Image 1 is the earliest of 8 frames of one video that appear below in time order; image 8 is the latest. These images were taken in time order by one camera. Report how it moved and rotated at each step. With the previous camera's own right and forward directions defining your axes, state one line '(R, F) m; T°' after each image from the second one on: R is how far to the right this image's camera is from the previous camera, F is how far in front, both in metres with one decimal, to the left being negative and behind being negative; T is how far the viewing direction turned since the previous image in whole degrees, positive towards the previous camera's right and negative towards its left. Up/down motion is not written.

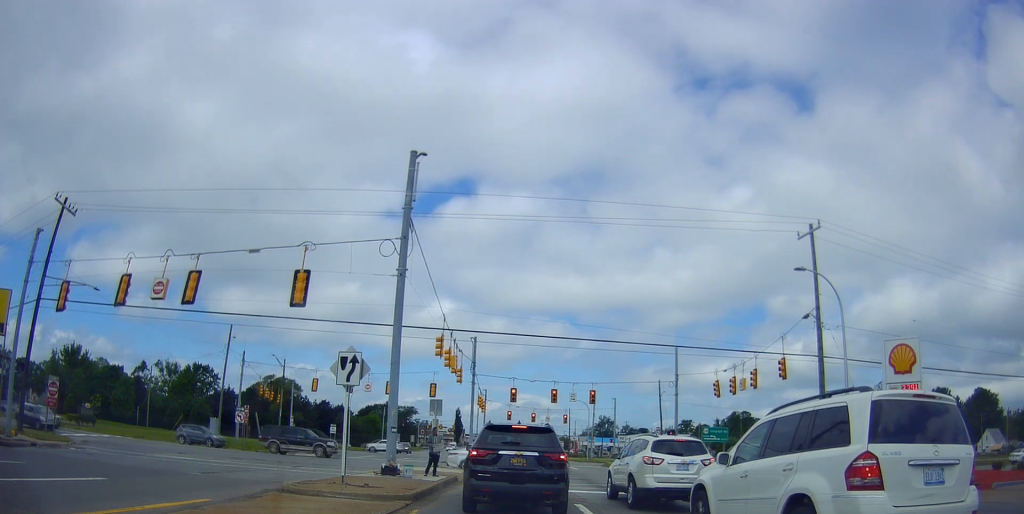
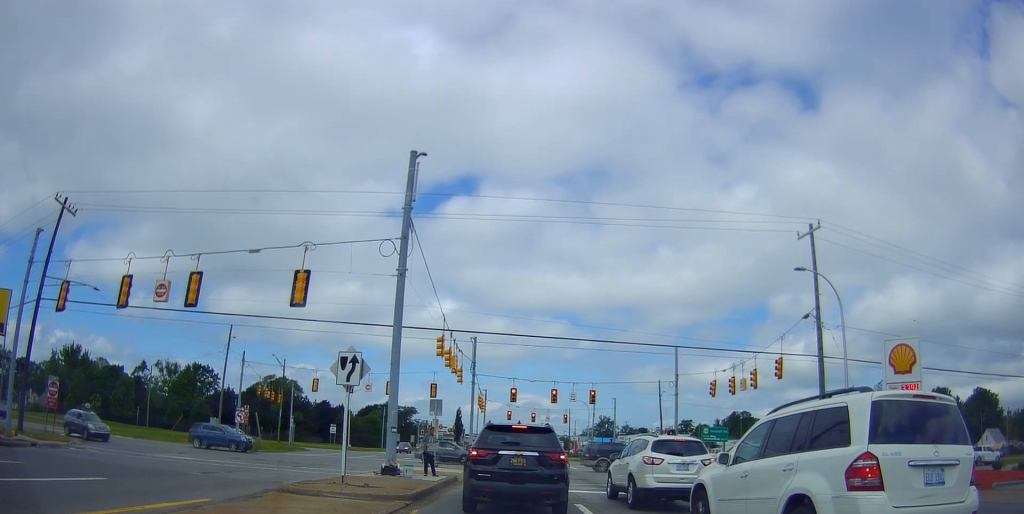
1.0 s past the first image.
(0.0, 0.0) m; 0°
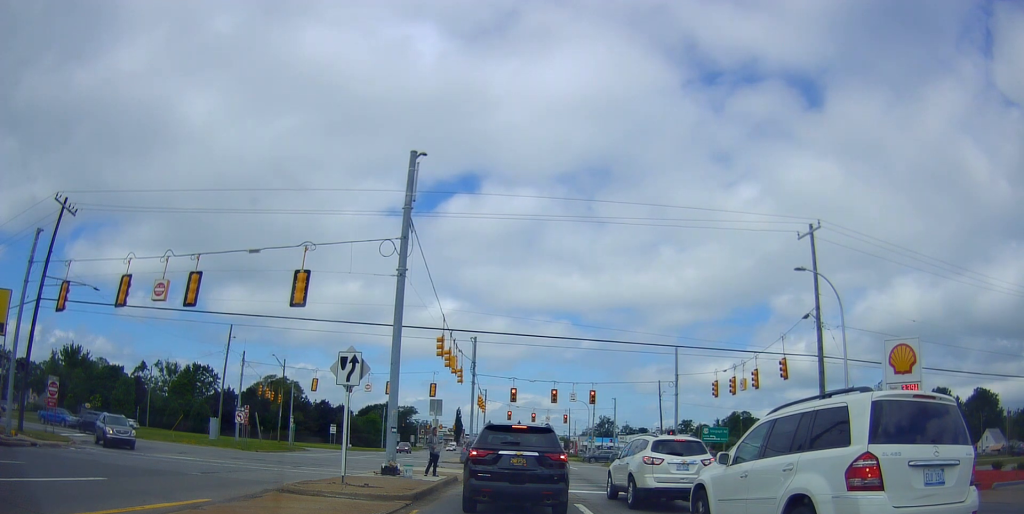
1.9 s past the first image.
(0.0, 0.0) m; 0°
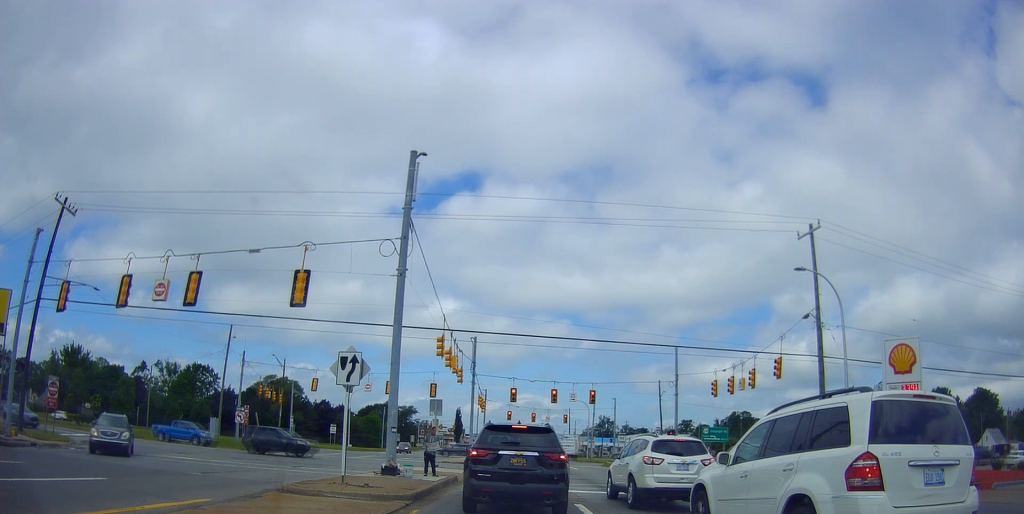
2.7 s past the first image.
(0.0, 0.0) m; 0°
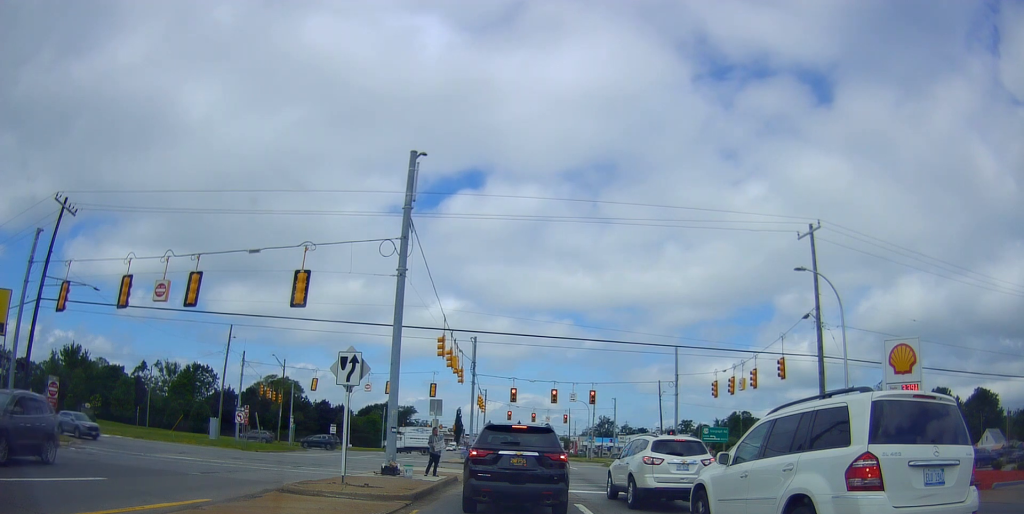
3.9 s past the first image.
(-0.1, +0.2) m; 0°
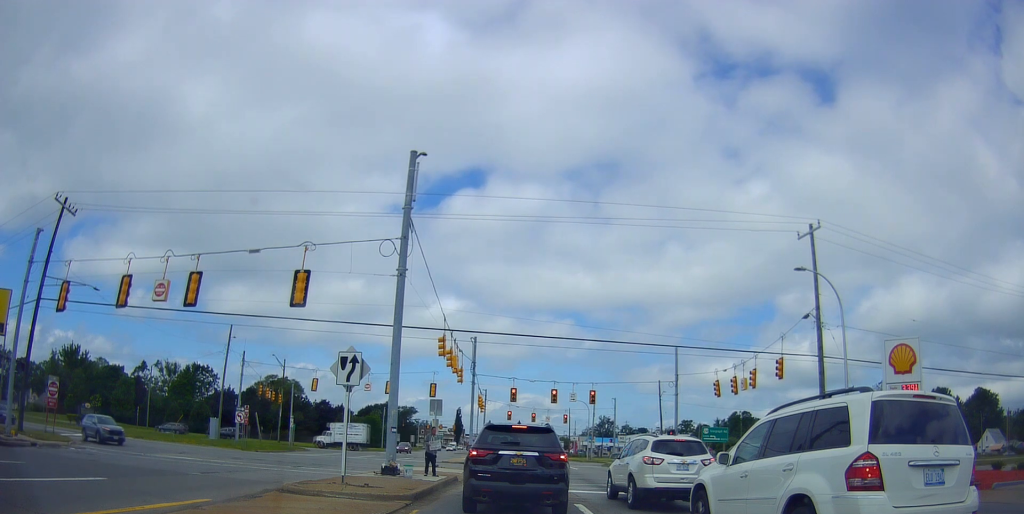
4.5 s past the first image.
(0.0, 0.0) m; 0°
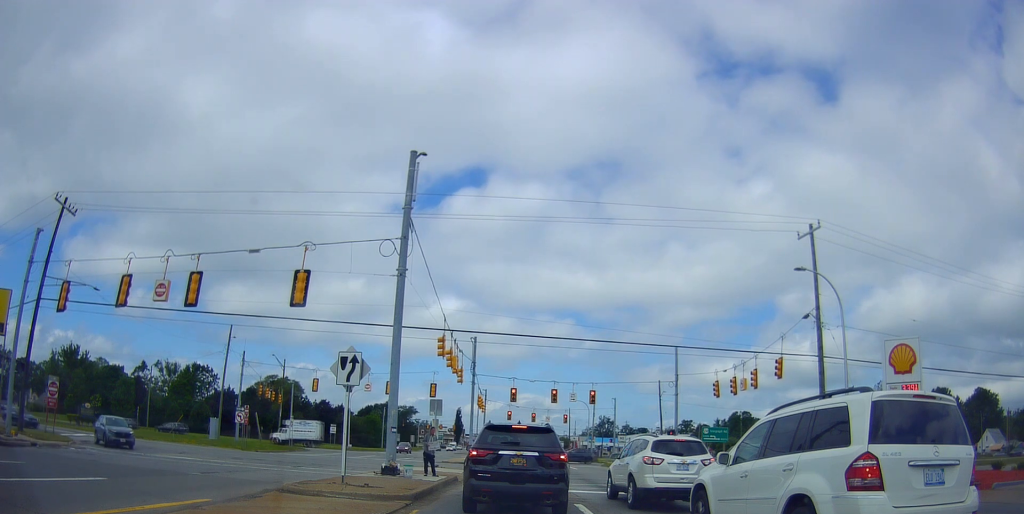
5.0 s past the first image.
(0.0, 0.0) m; 0°
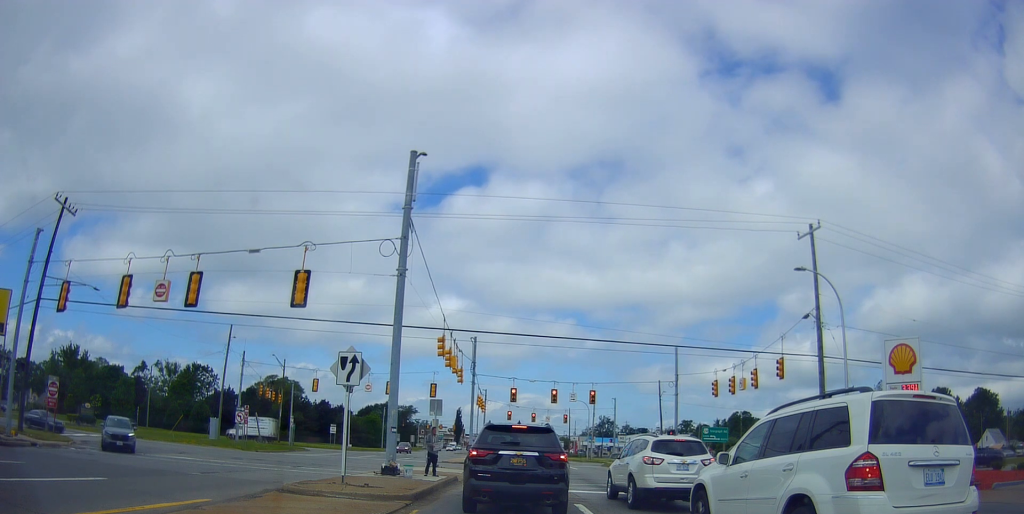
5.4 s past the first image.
(0.0, 0.0) m; 0°
